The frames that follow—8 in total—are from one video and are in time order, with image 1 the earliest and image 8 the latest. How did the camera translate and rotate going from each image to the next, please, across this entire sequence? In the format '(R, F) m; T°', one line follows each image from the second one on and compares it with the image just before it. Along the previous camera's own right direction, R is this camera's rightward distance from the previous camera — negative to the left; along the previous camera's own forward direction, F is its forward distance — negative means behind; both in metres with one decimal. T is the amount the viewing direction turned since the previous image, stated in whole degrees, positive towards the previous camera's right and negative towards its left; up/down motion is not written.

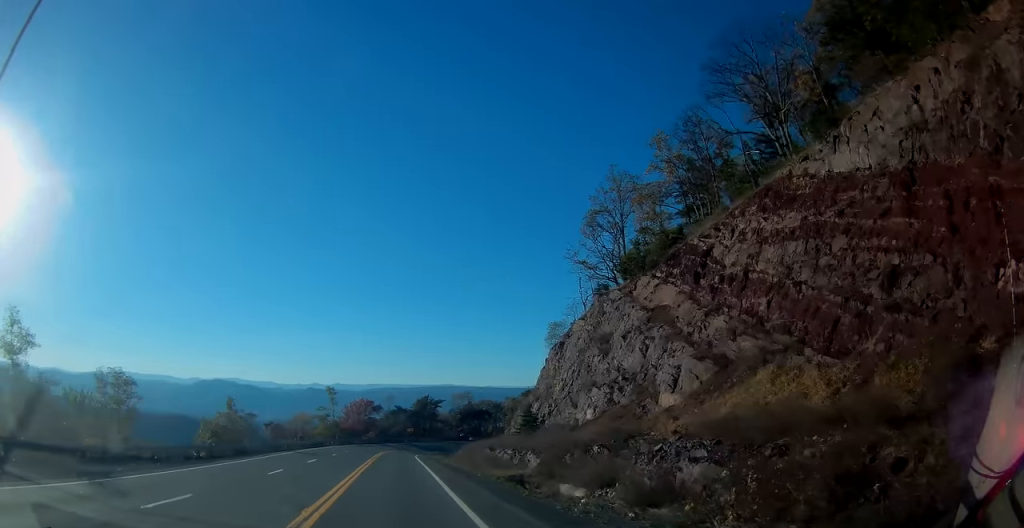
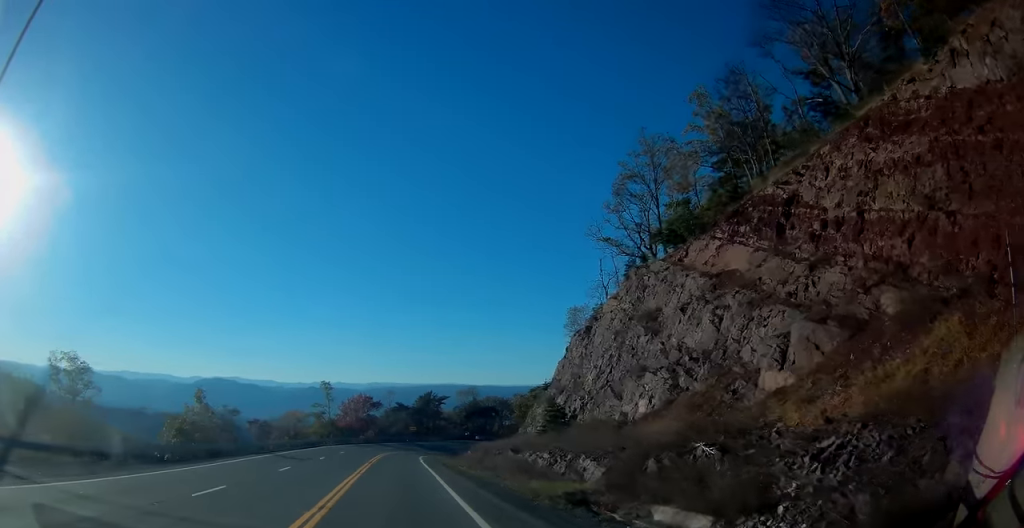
(0.0, +9.3) m; 0°
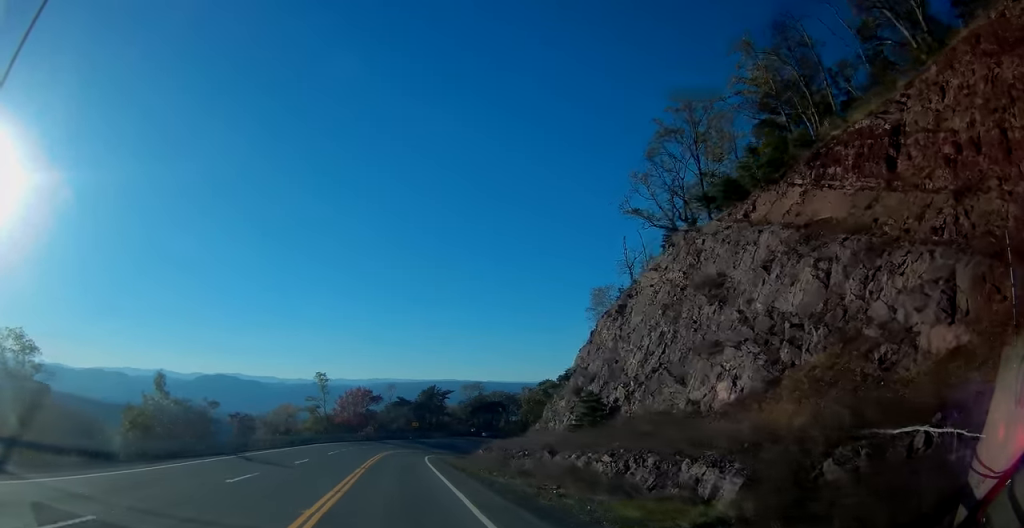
(0.0, +8.8) m; 0°
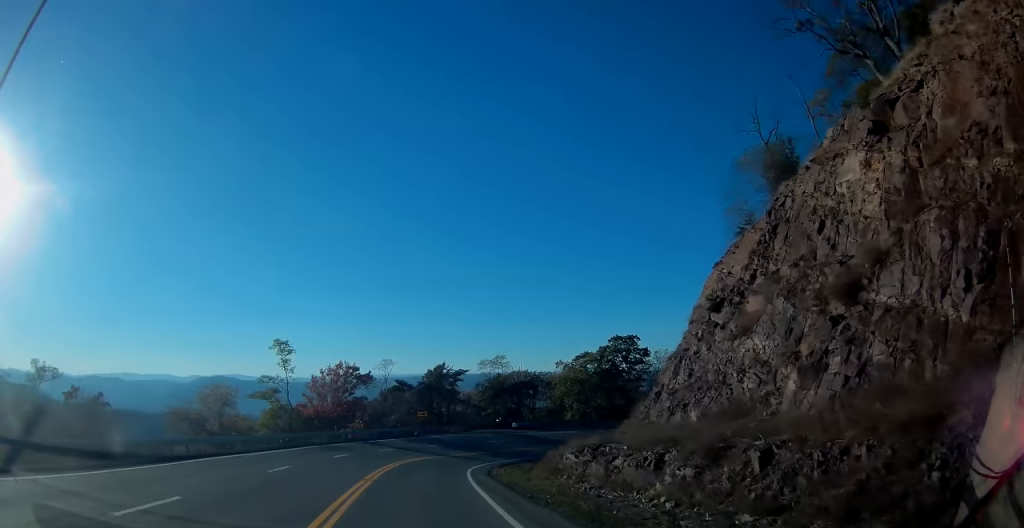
(-0.2, +32.7) m; +1°
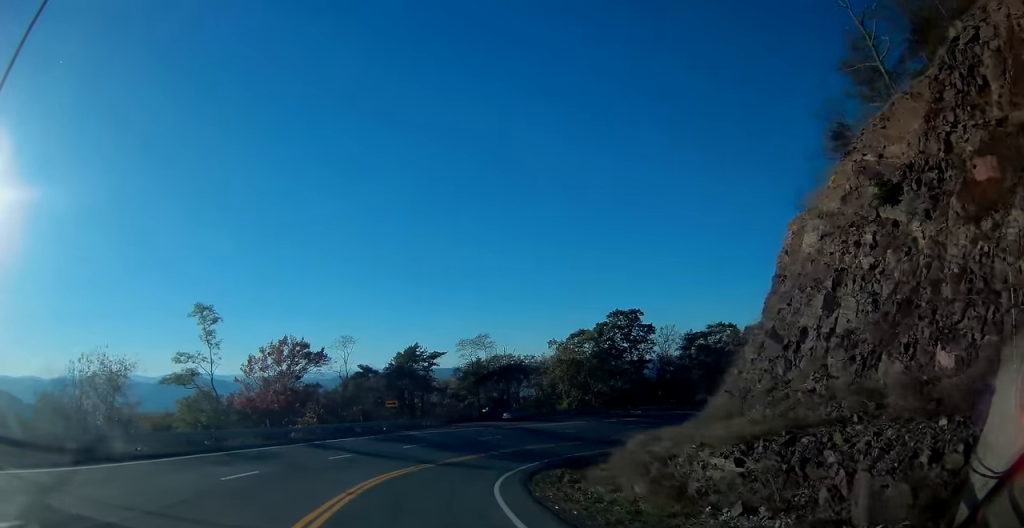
(+0.2, +18.2) m; +1°
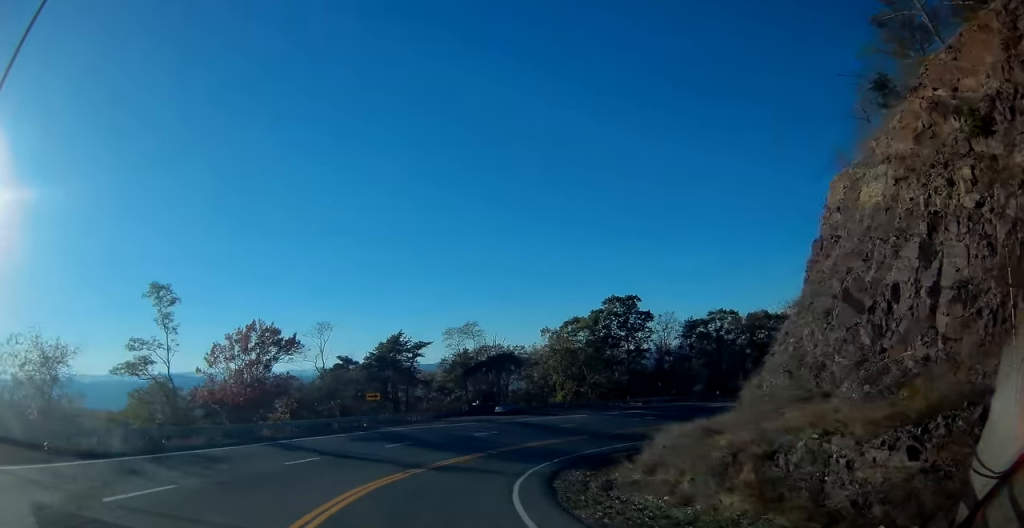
(0.0, +6.5) m; +1°
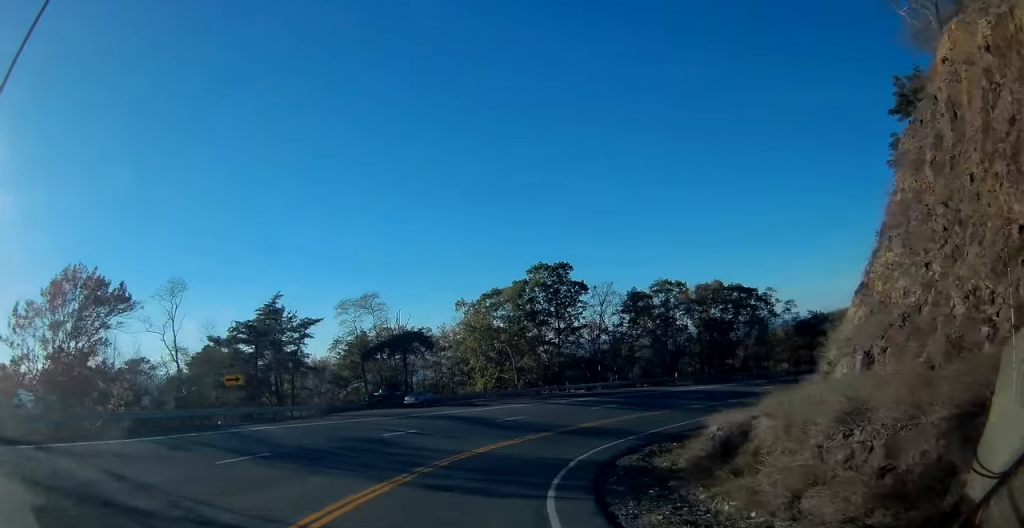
(+0.9, +17.2) m; +9°
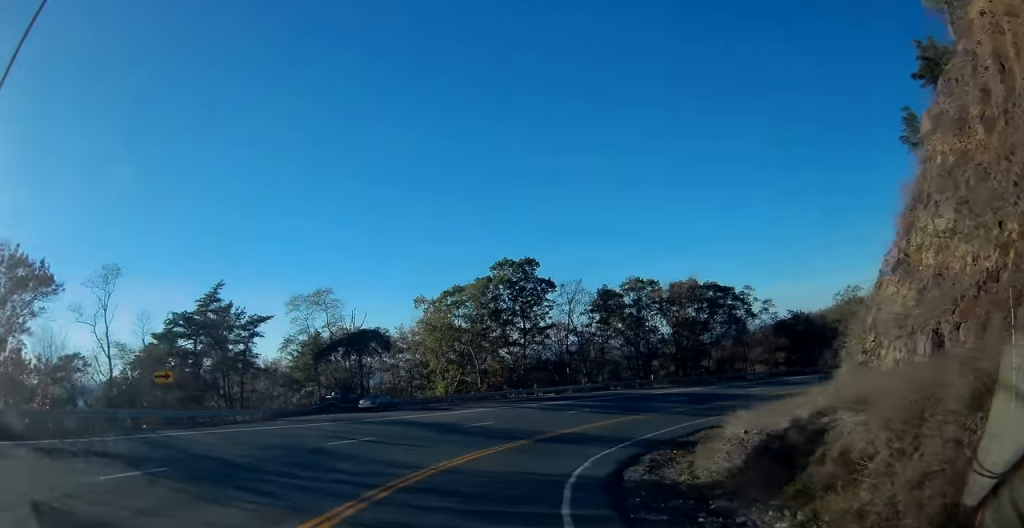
(+0.2, +5.1) m; +4°
